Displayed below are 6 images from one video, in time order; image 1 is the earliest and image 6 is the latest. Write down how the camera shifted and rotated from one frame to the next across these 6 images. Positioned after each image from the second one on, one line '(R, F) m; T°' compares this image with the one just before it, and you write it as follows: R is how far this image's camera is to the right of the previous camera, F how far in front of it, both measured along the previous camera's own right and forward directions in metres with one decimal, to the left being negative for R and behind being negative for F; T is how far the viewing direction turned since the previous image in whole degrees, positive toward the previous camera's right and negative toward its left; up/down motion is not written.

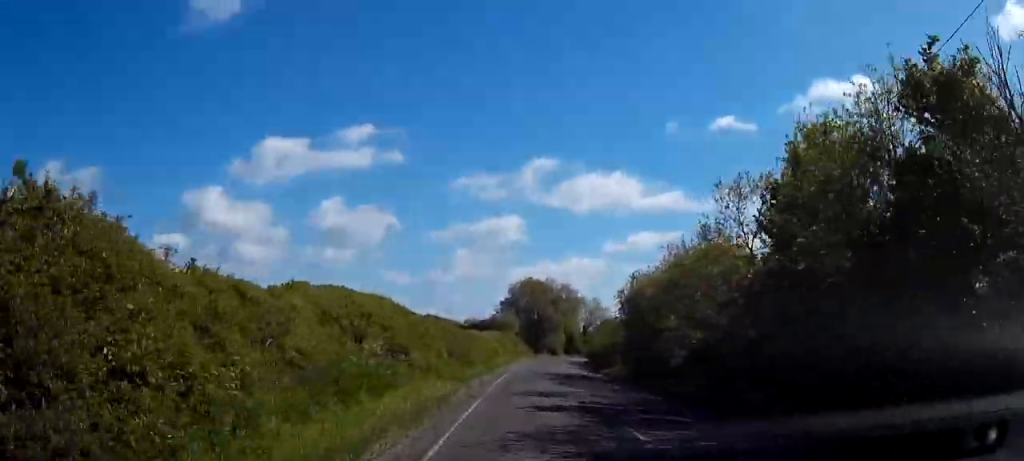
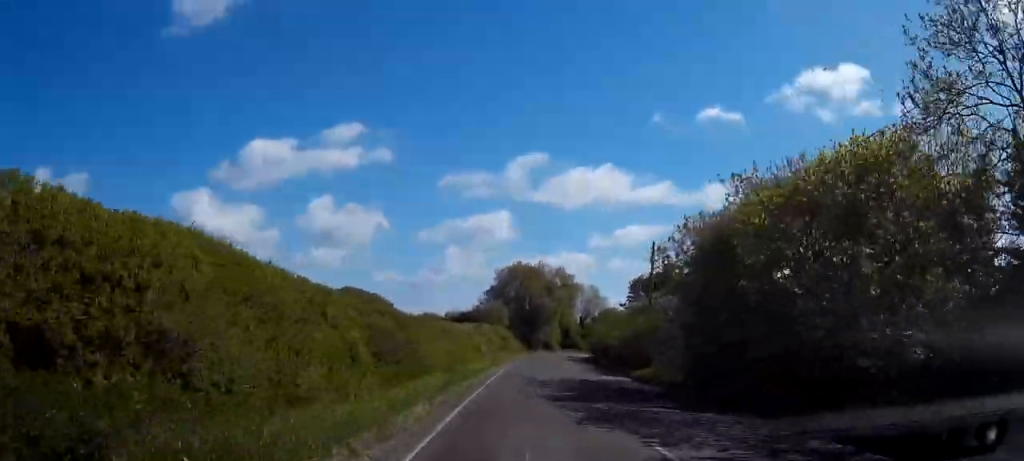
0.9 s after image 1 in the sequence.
(+0.1, +15.7) m; +1°
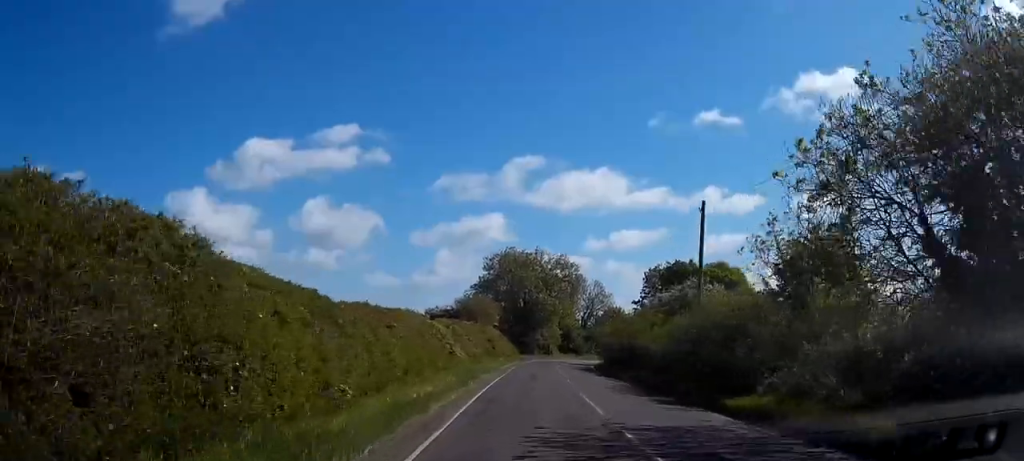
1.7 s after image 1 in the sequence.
(+0.2, +15.6) m; +1°
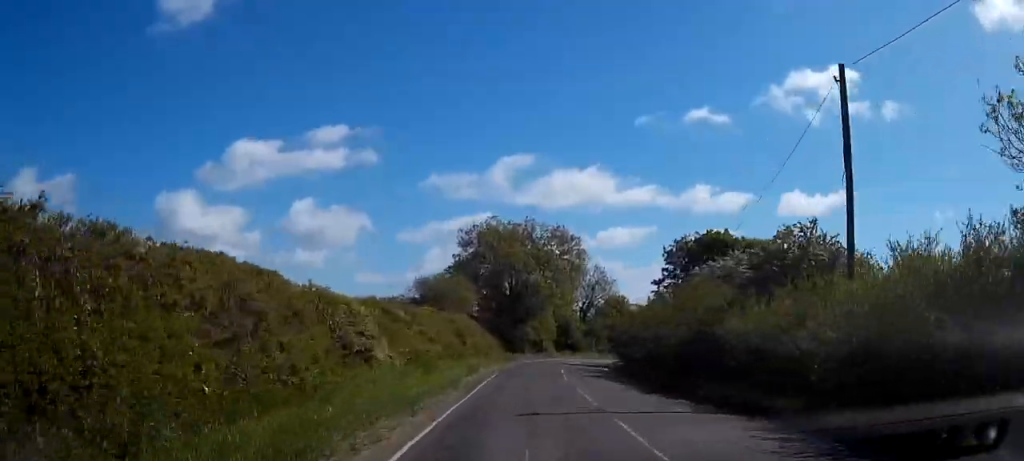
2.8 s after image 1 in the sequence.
(+0.2, +18.3) m; +1°
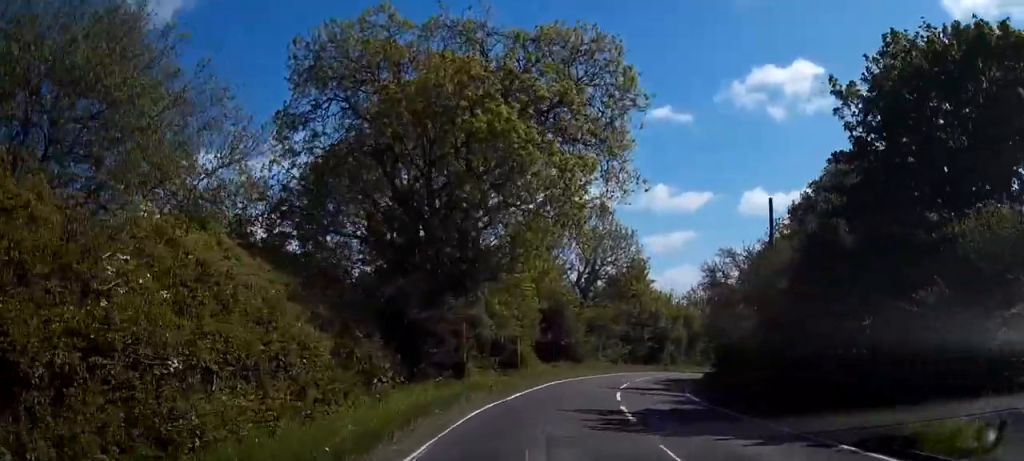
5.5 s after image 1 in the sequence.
(+3.1, +44.5) m; +13°
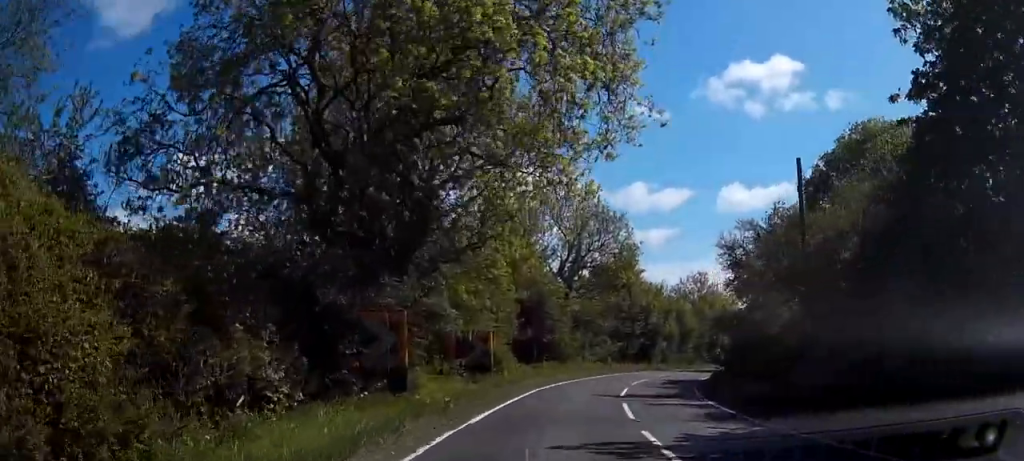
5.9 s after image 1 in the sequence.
(+0.7, +6.9) m; +2°
